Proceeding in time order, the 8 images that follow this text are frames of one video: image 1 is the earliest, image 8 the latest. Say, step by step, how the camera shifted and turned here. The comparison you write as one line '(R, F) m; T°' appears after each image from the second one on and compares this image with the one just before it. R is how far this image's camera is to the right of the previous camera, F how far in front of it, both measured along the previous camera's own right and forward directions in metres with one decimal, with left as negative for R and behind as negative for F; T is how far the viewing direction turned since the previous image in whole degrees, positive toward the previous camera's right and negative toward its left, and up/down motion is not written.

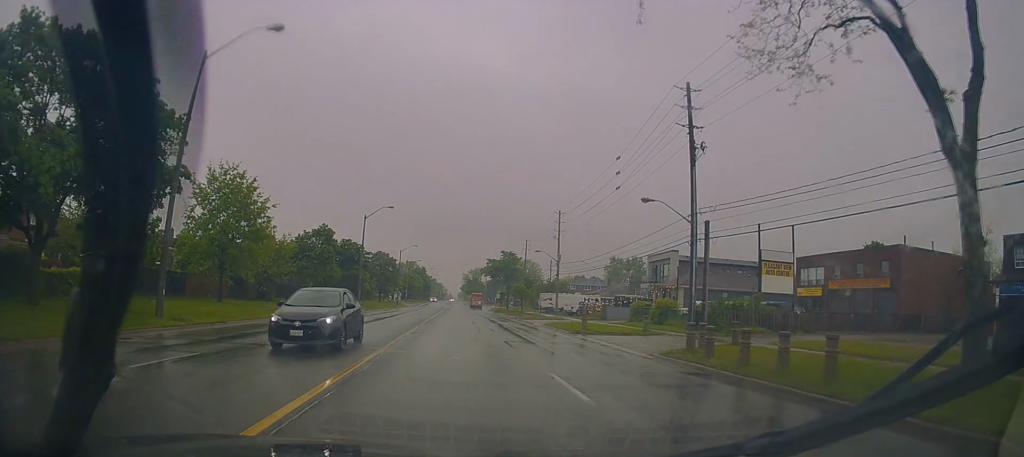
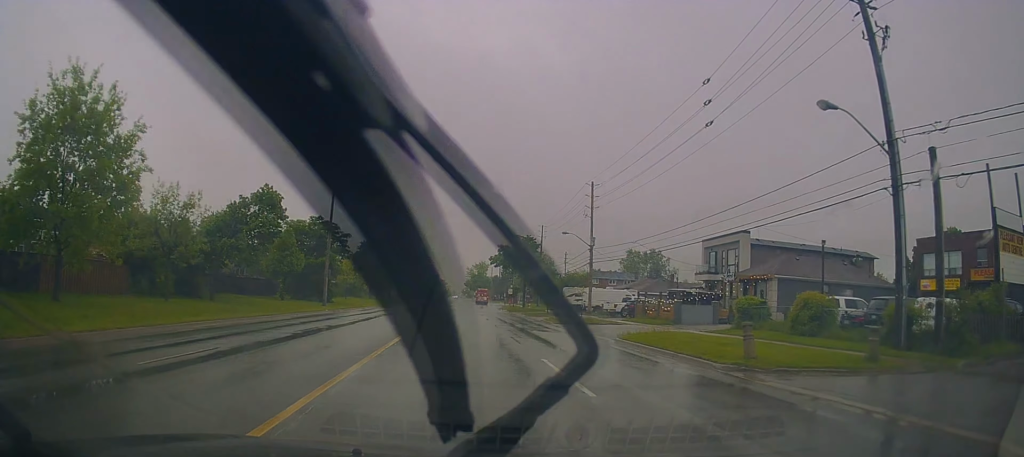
(-0.3, +17.4) m; -2°
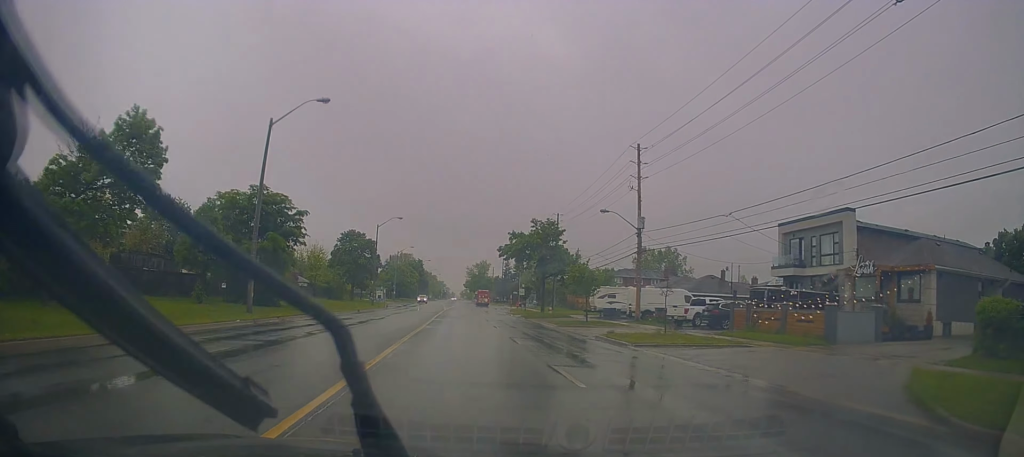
(-0.2, +17.0) m; -1°
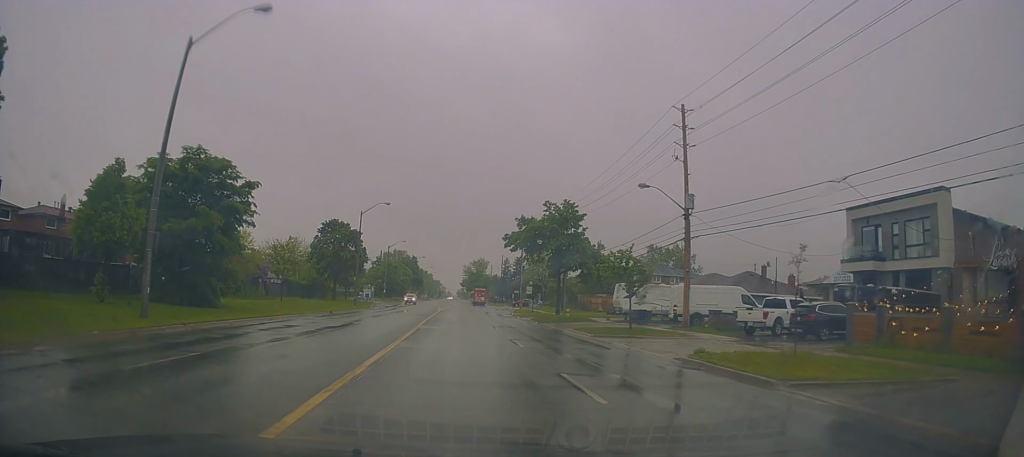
(0.0, +10.6) m; +1°
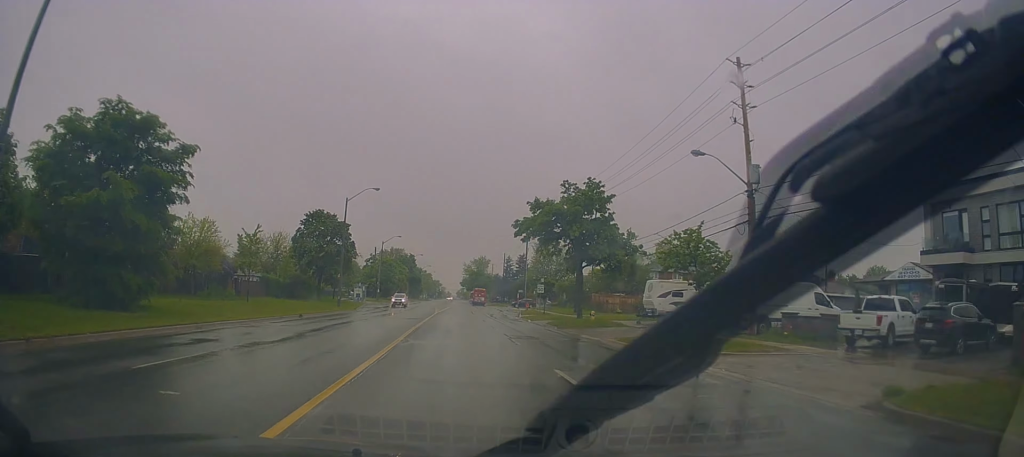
(0.0, +7.9) m; +1°
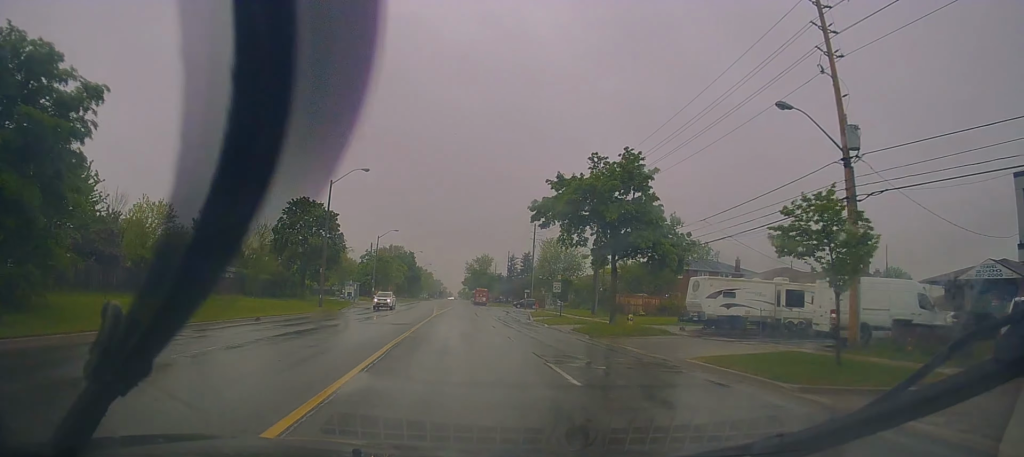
(+0.1, +8.2) m; +1°
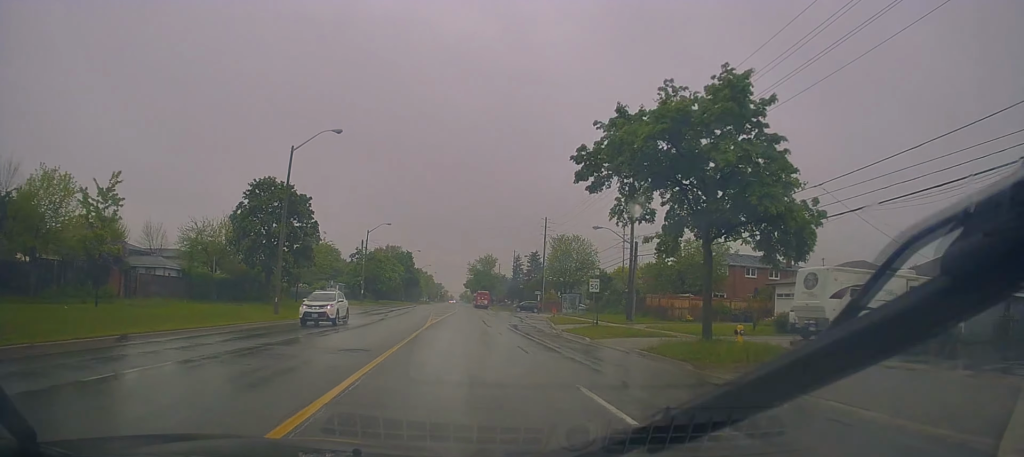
(+0.1, +12.2) m; +1°
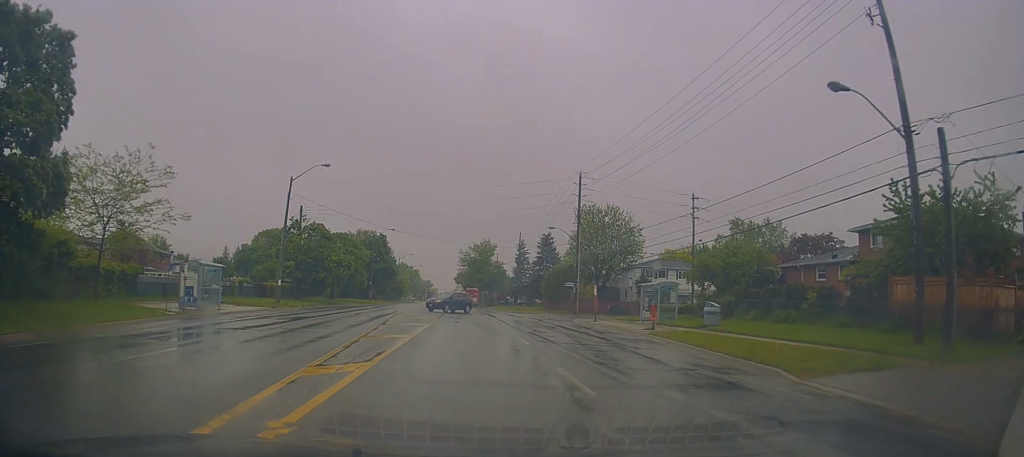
(-0.2, +33.7) m; 0°
